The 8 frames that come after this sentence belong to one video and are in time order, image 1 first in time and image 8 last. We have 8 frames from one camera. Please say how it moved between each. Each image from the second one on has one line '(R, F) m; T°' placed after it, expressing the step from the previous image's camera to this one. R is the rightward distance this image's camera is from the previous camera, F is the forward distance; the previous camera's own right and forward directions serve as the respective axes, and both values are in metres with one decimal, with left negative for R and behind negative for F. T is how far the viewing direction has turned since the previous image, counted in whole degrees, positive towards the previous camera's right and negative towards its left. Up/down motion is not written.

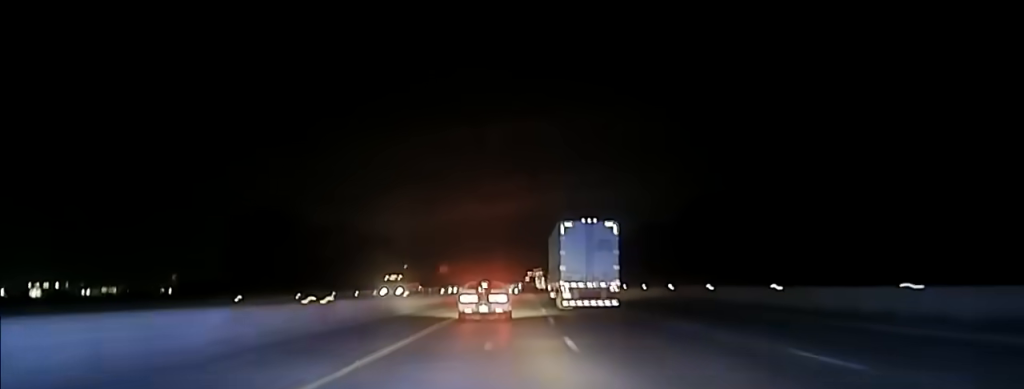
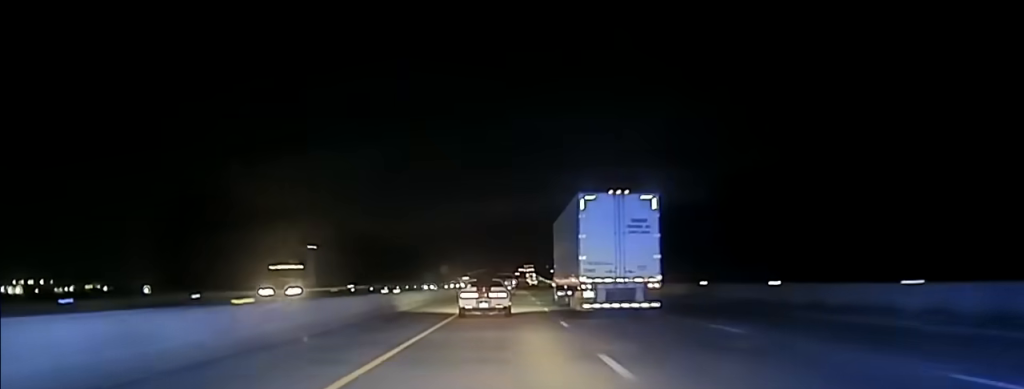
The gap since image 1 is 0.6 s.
(+0.1, +30.1) m; 0°
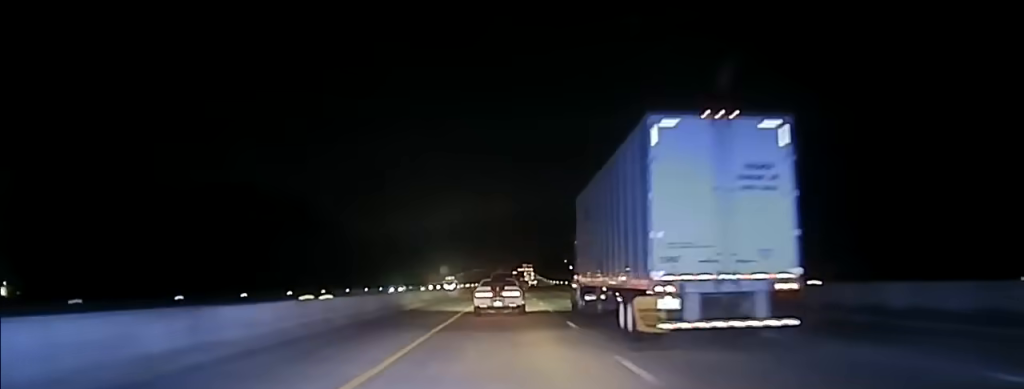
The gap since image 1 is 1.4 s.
(+0.3, +37.9) m; 0°
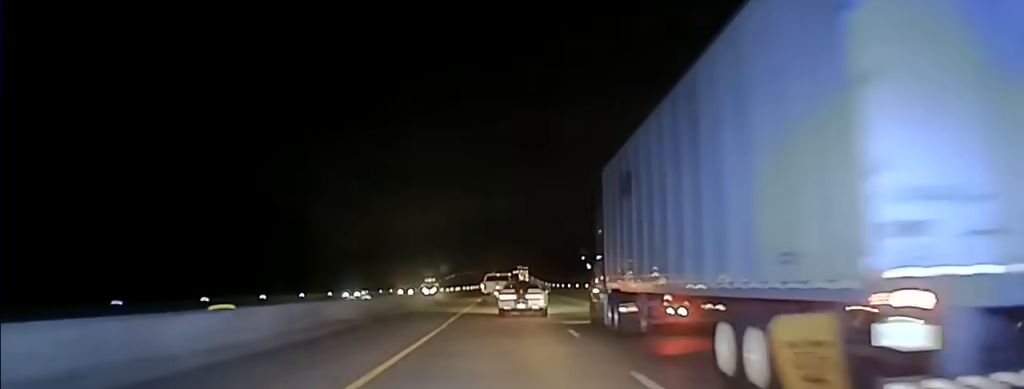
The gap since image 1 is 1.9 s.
(0.0, +26.2) m; 0°
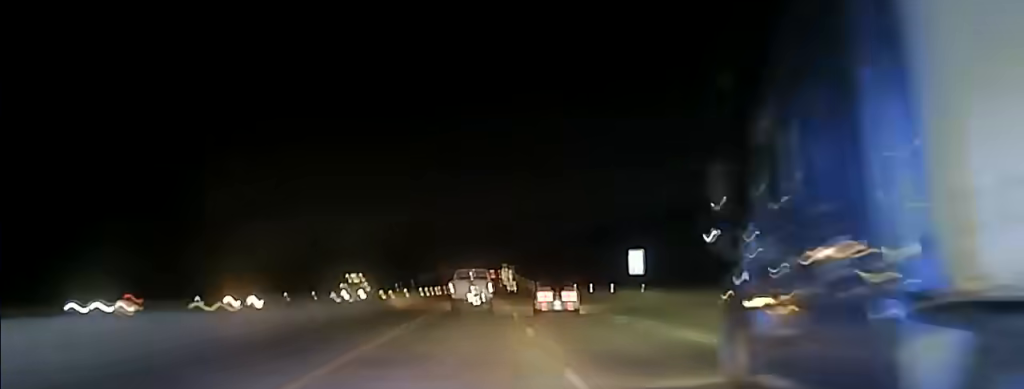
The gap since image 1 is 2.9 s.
(+0.3, +45.9) m; +1°
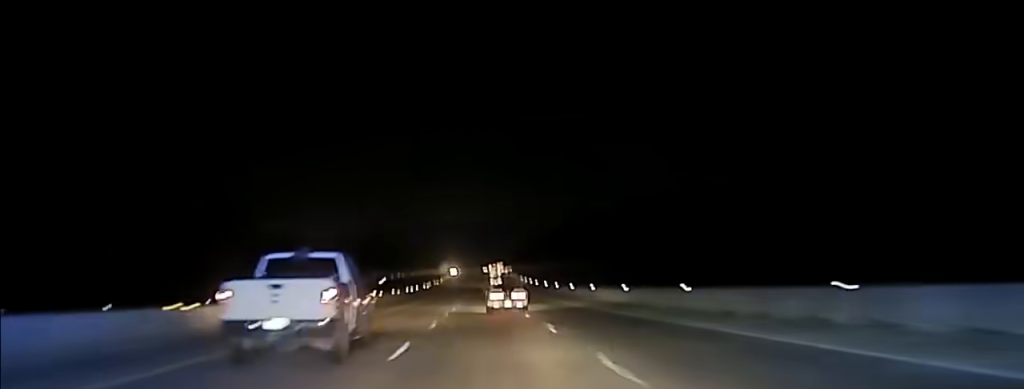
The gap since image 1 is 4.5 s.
(+0.8, +78.4) m; 0°
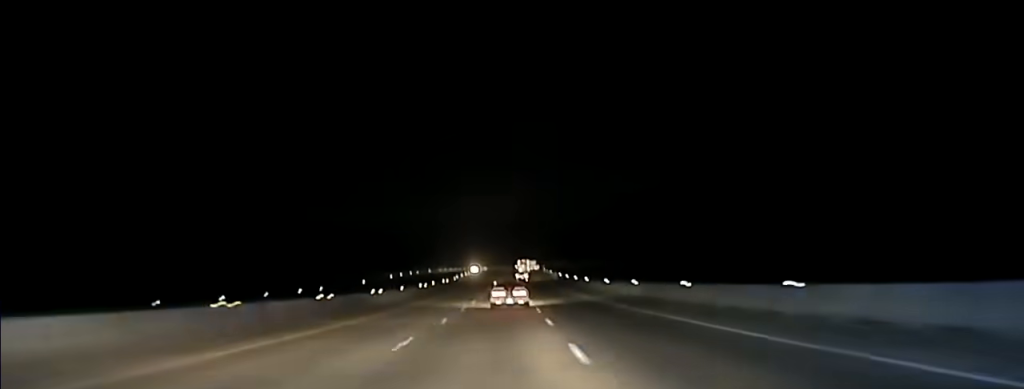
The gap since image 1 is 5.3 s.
(-0.4, +45.1) m; -1°
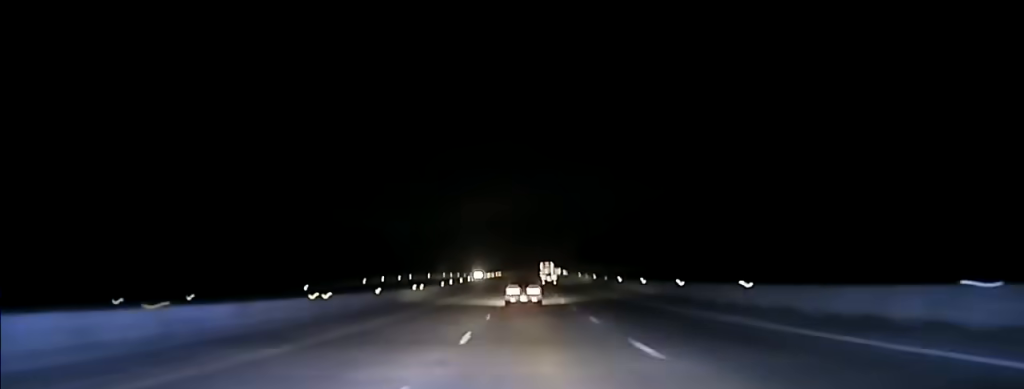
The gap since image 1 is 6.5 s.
(-0.8, +61.1) m; -1°
